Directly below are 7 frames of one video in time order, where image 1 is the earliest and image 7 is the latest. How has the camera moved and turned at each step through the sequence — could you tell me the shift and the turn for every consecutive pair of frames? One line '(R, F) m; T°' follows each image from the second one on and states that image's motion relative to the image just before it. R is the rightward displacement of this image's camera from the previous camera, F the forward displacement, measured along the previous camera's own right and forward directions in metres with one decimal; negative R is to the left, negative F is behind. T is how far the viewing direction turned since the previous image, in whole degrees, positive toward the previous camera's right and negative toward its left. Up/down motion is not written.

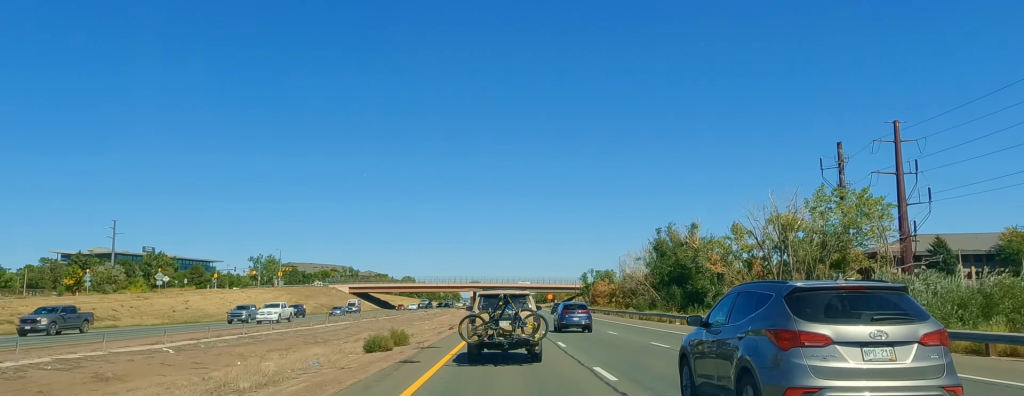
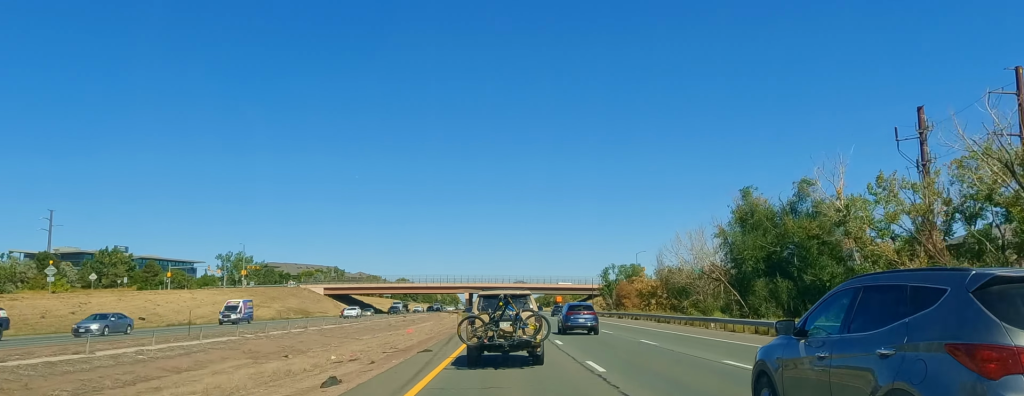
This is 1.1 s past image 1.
(-0.7, +34.1) m; 0°
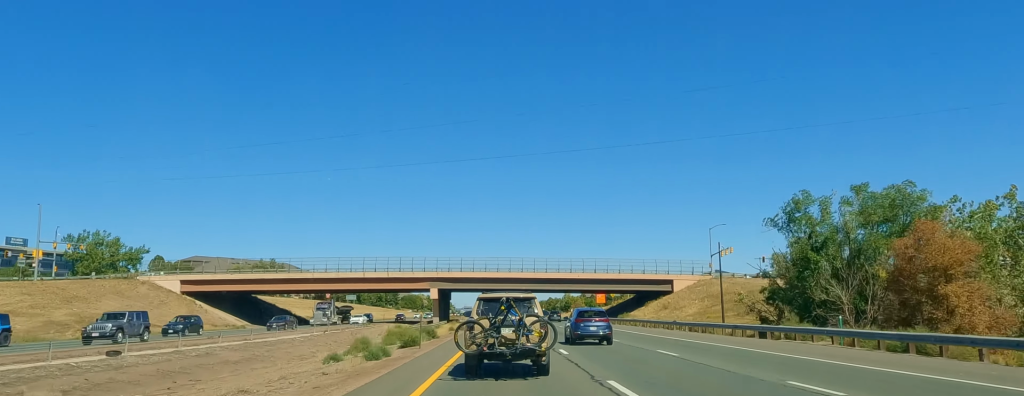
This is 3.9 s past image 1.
(+0.7, +88.3) m; -1°
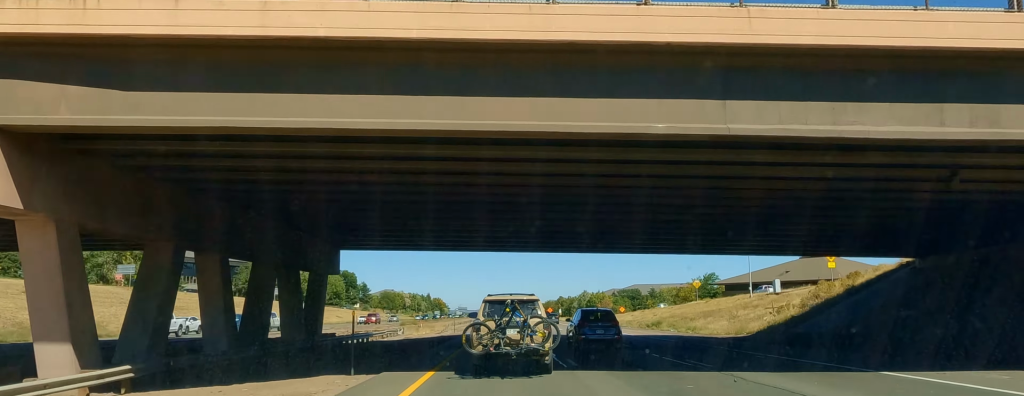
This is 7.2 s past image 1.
(-0.3, +101.0) m; +1°
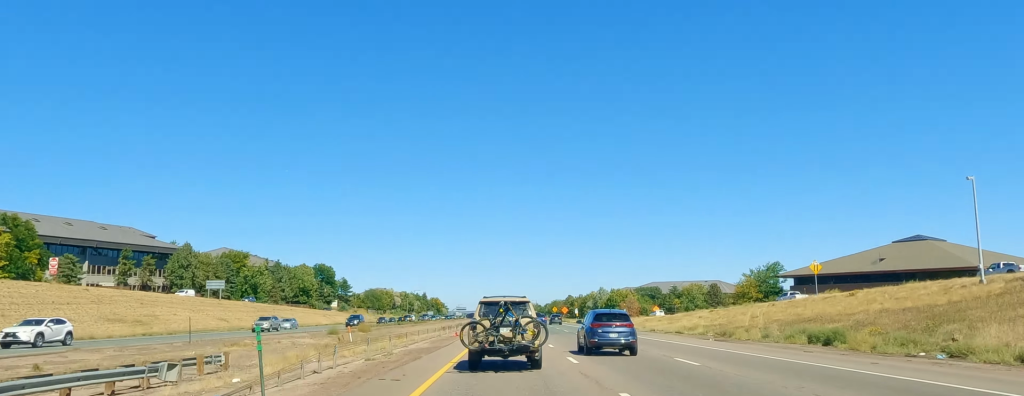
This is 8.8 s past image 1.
(0.0, +49.9) m; 0°
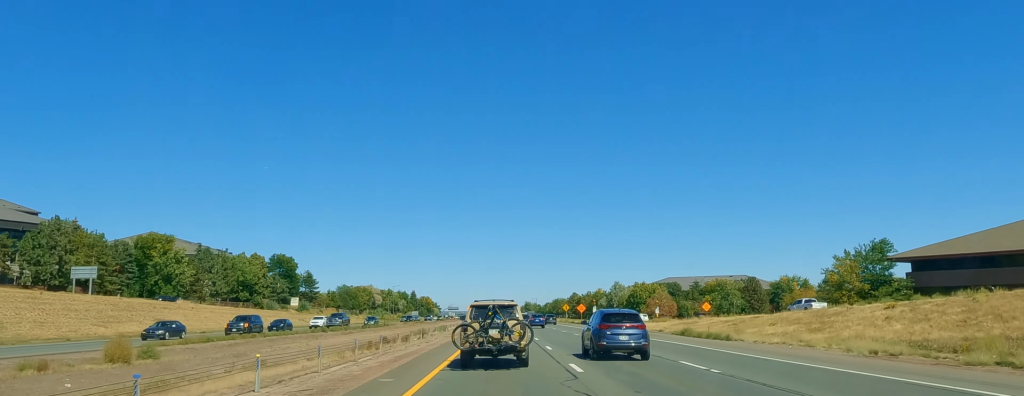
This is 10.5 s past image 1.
(0.0, +50.3) m; 0°
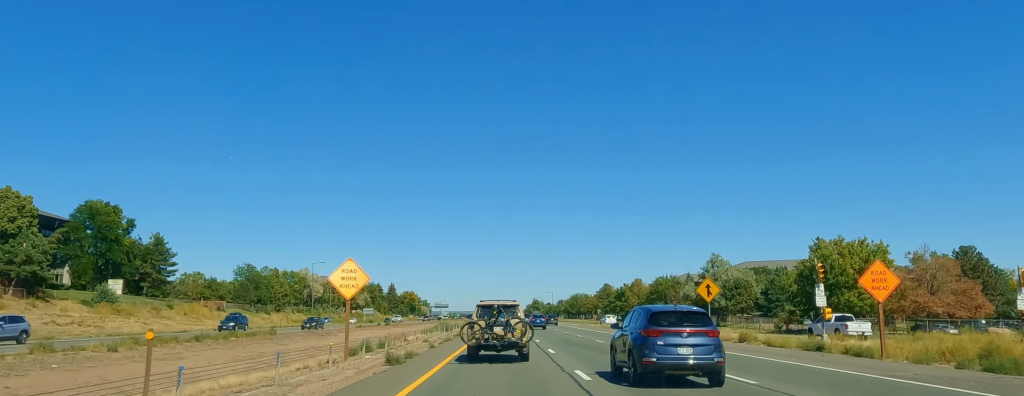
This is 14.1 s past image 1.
(-0.2, +113.8) m; -1°
